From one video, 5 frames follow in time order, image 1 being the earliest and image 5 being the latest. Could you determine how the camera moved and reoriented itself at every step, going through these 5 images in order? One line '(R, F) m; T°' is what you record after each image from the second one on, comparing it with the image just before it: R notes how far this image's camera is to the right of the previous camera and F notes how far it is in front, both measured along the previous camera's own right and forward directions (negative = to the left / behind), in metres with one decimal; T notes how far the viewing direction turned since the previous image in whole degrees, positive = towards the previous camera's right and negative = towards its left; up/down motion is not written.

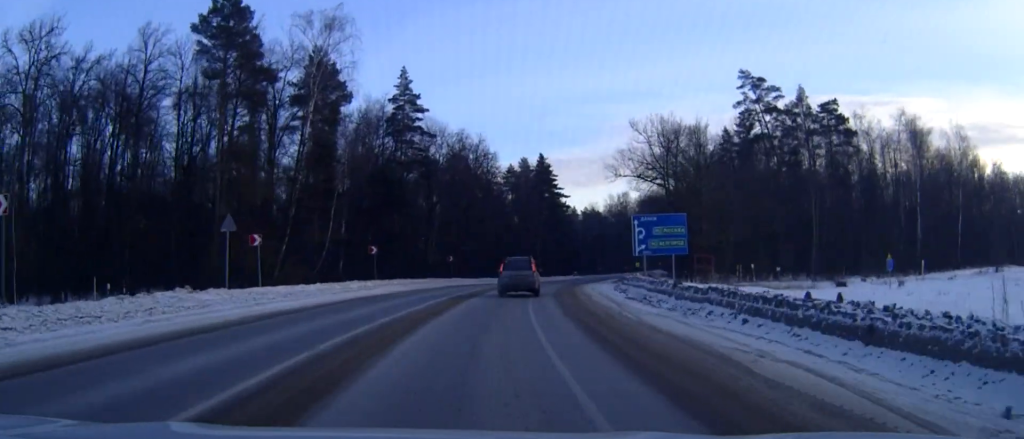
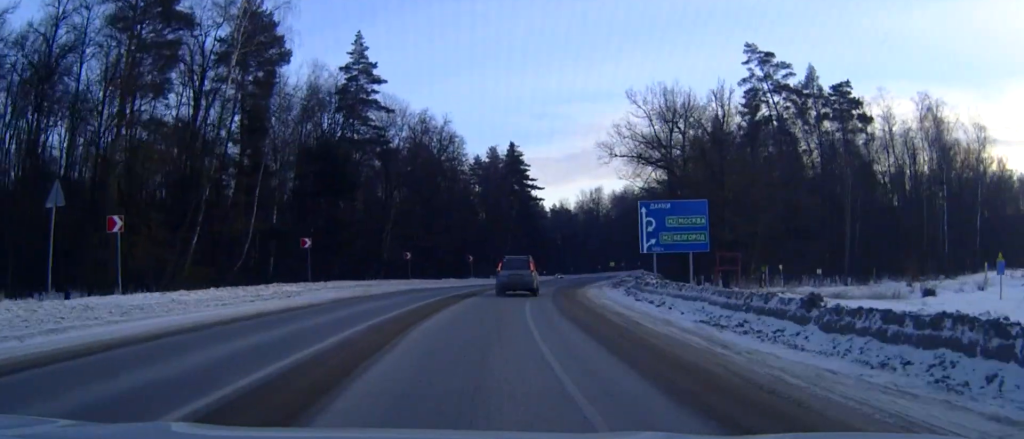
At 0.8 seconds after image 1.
(+0.3, +12.3) m; +3°
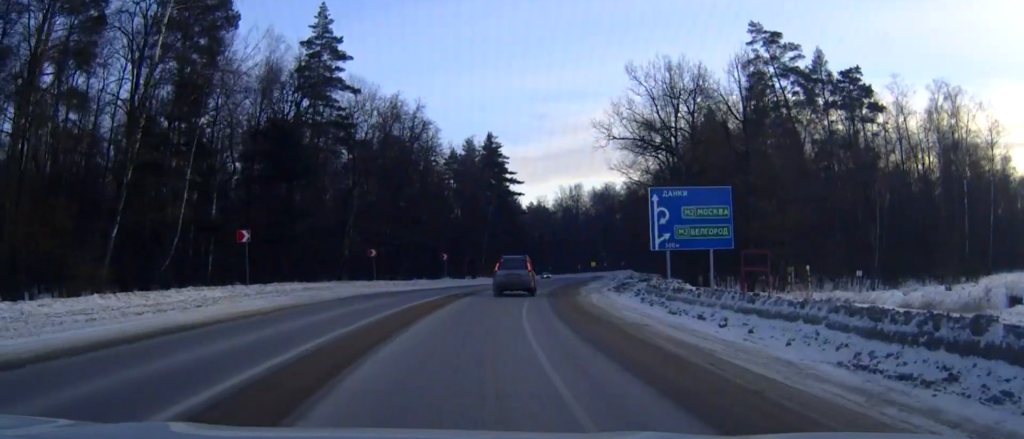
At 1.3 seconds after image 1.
(+0.2, +7.9) m; +2°
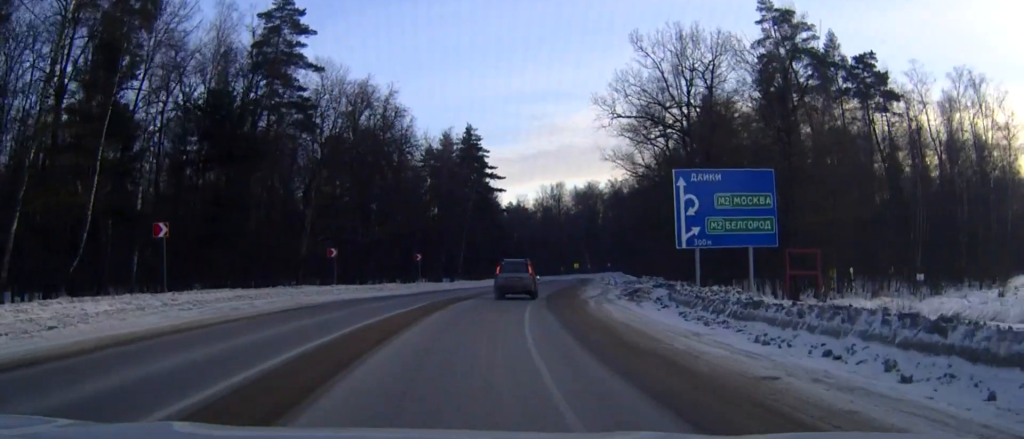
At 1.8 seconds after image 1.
(+0.1, +7.8) m; +2°
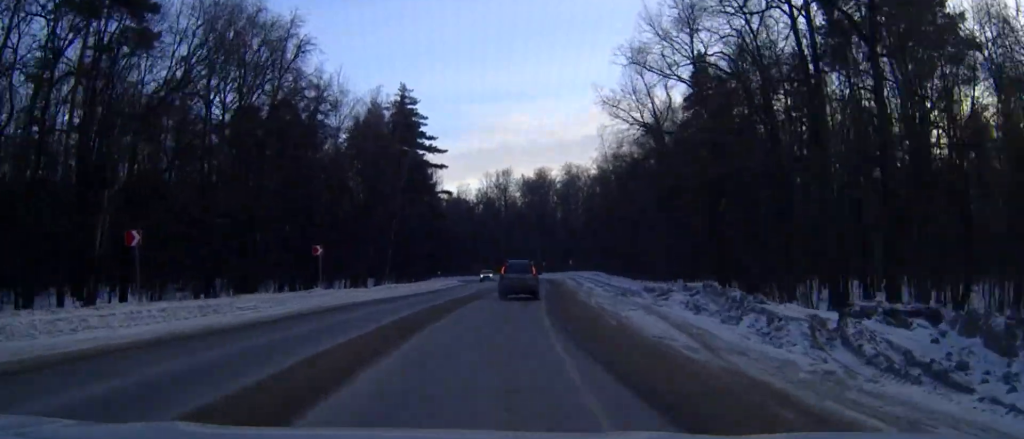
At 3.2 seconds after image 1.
(+1.0, +22.2) m; +5°
